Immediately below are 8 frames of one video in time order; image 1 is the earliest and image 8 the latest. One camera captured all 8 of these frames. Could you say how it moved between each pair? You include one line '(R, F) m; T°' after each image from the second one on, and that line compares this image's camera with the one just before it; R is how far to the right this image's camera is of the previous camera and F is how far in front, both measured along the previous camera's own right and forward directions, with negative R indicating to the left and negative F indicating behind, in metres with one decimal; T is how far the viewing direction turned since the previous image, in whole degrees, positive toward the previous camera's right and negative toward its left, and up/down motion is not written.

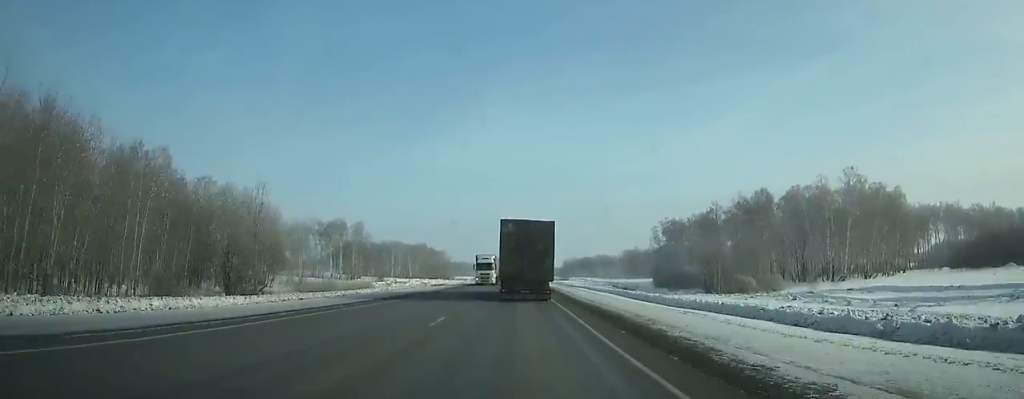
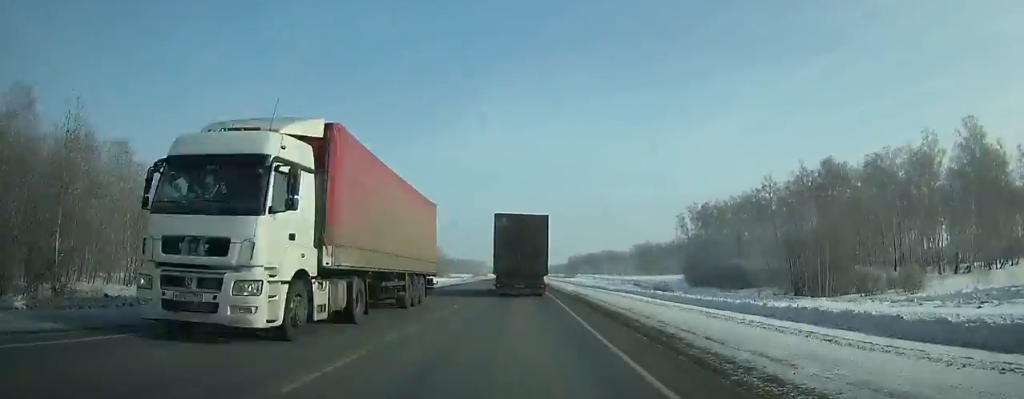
(0.0, +33.6) m; 0°
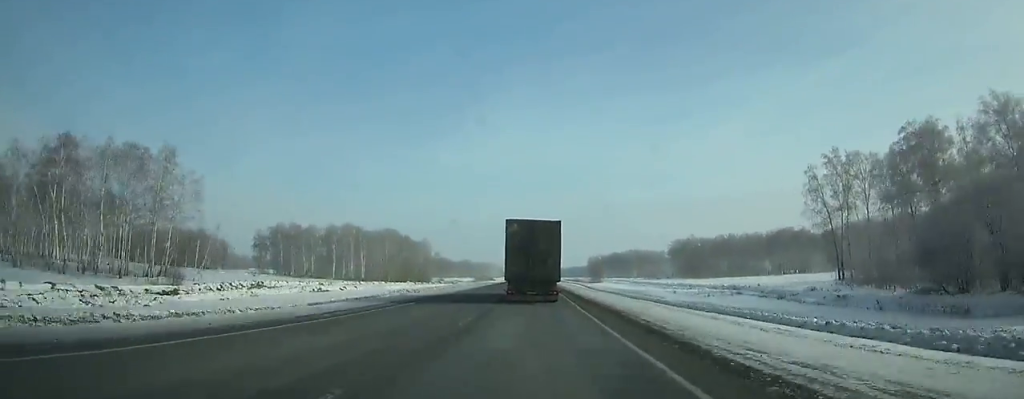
(-0.7, +80.4) m; -1°
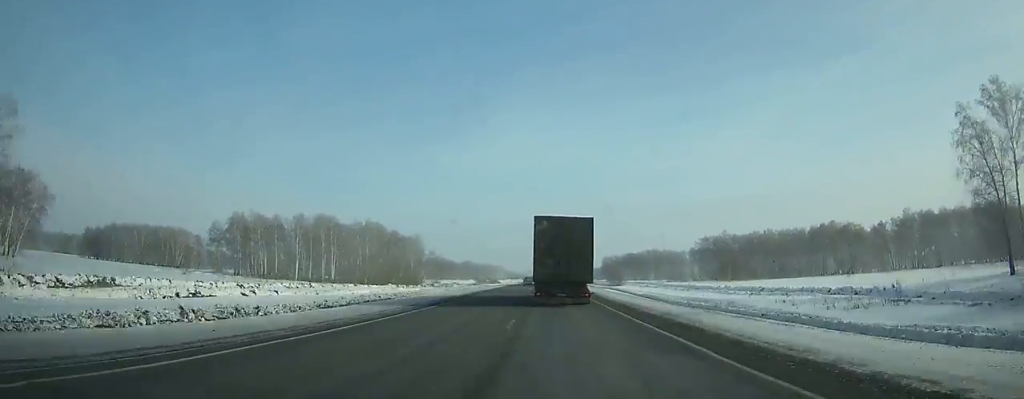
(-0.4, +39.9) m; 0°
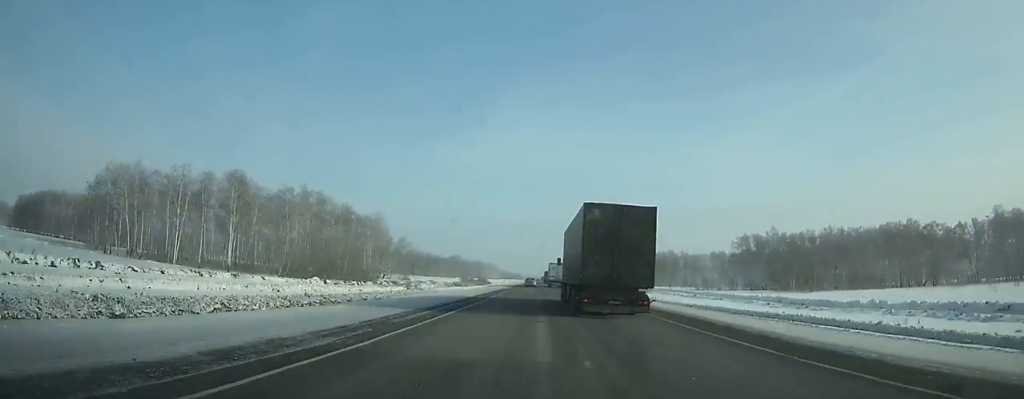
(+0.1, +58.7) m; 0°
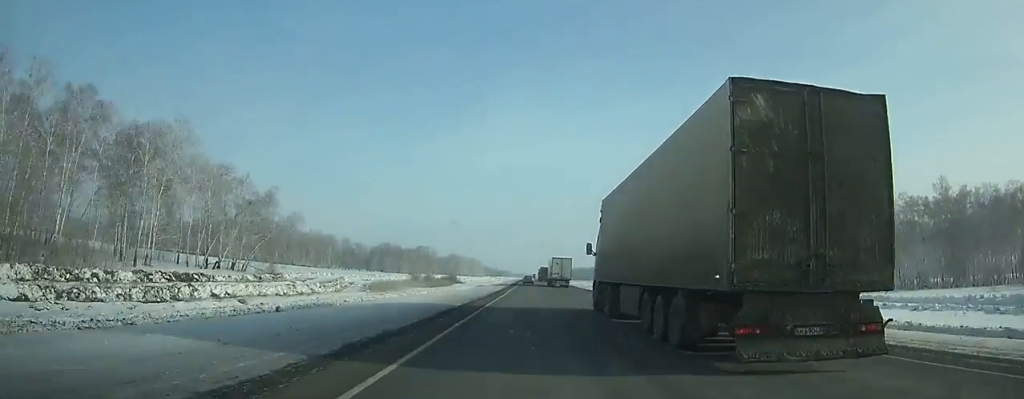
(+0.7, +101.9) m; +1°
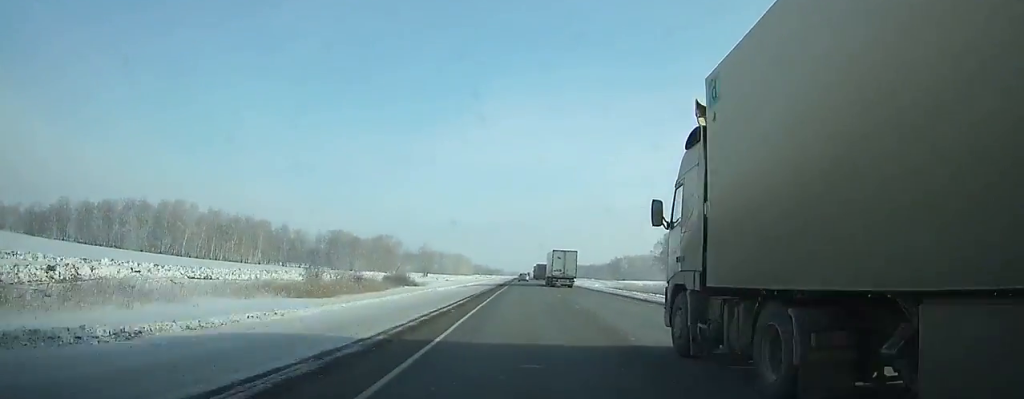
(+0.2, +80.6) m; 0°
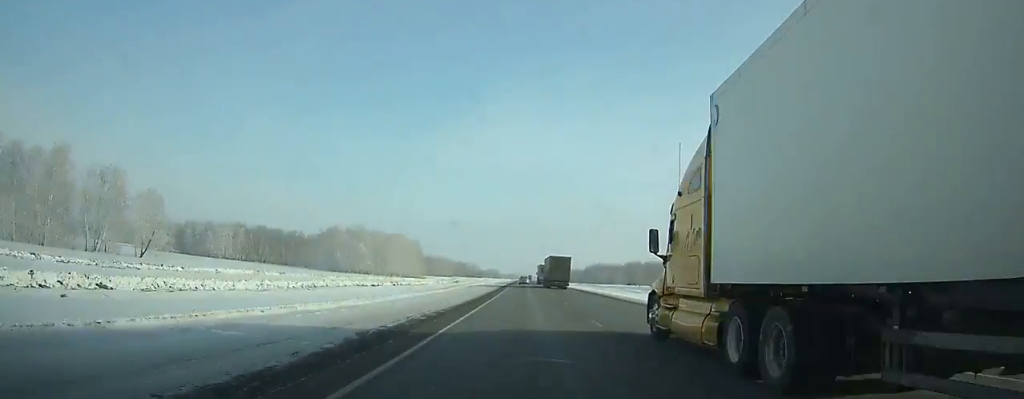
(0.0, +264.8) m; 0°
